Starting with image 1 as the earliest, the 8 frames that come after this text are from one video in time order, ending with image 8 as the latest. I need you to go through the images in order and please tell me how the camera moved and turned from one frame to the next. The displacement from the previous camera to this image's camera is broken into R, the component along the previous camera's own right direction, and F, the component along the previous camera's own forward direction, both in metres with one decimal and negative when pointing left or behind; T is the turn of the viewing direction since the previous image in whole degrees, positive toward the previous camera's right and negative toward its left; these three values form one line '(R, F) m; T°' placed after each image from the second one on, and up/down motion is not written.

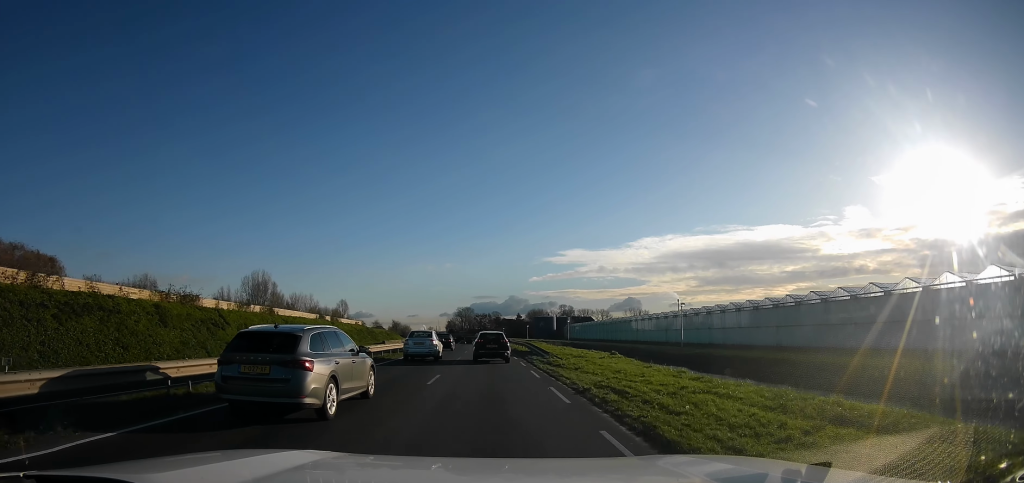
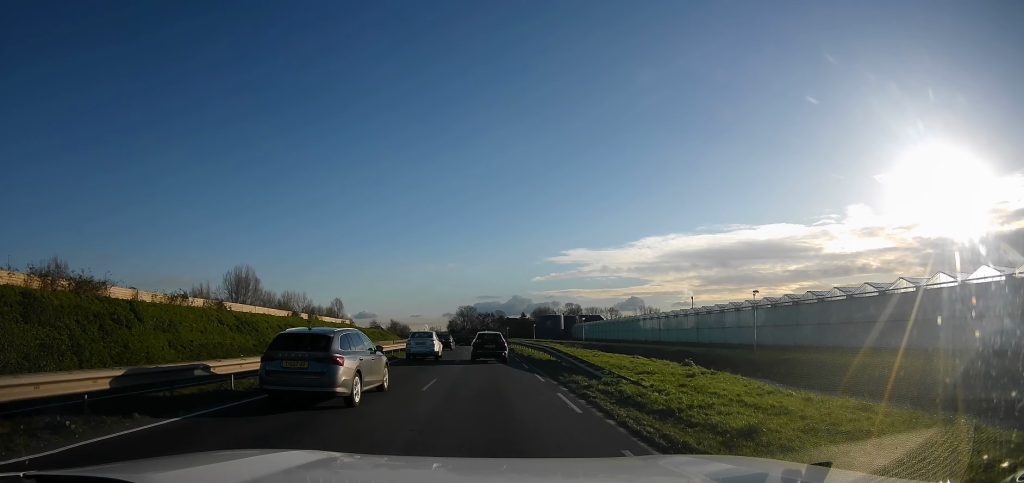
(0.0, +13.2) m; -1°
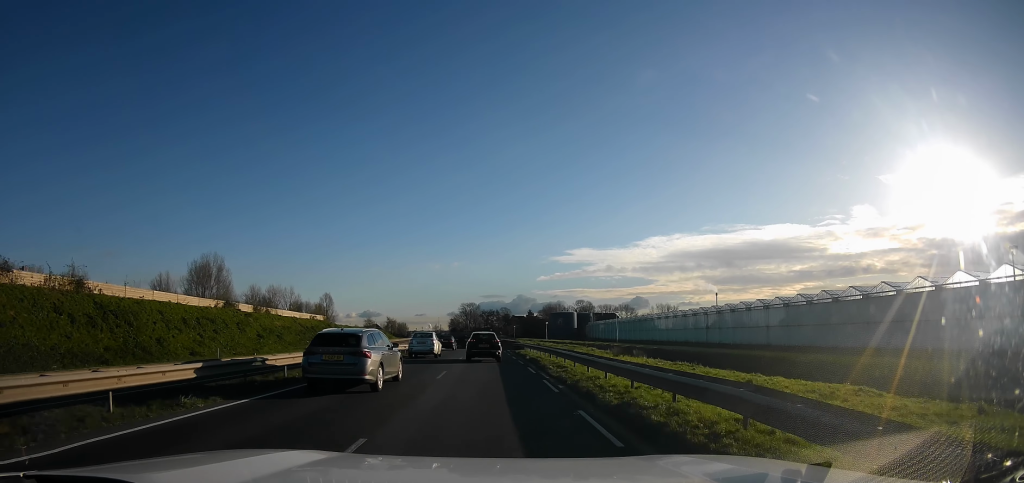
(-0.4, +20.9) m; -2°
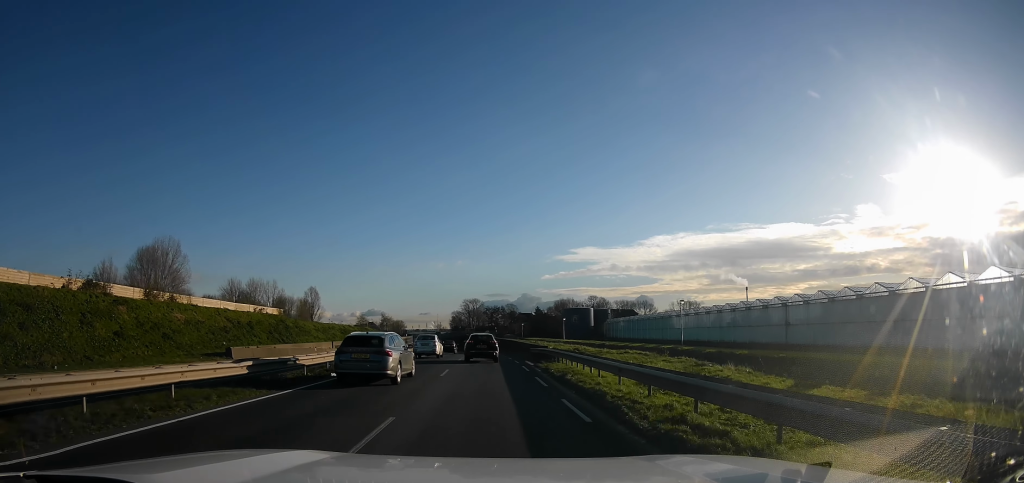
(0.0, +22.3) m; +1°
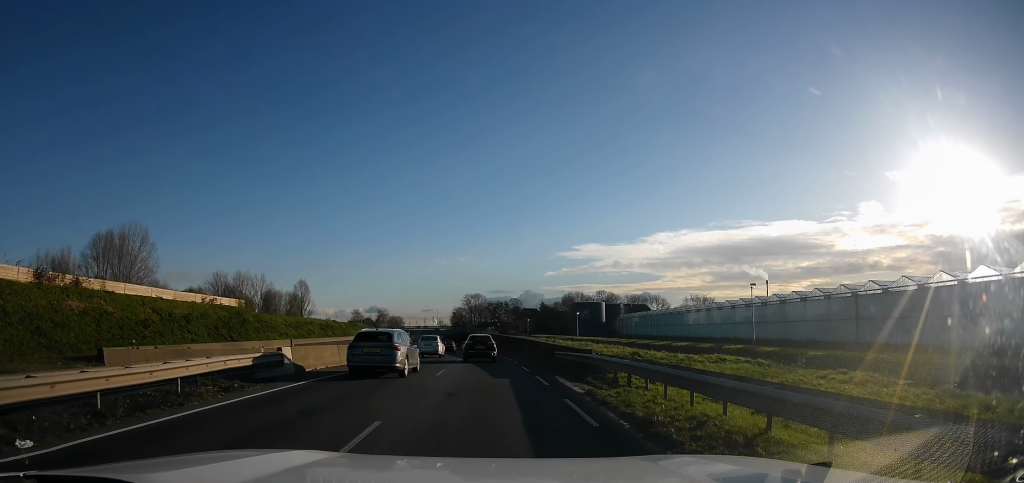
(+0.3, +13.0) m; -1°
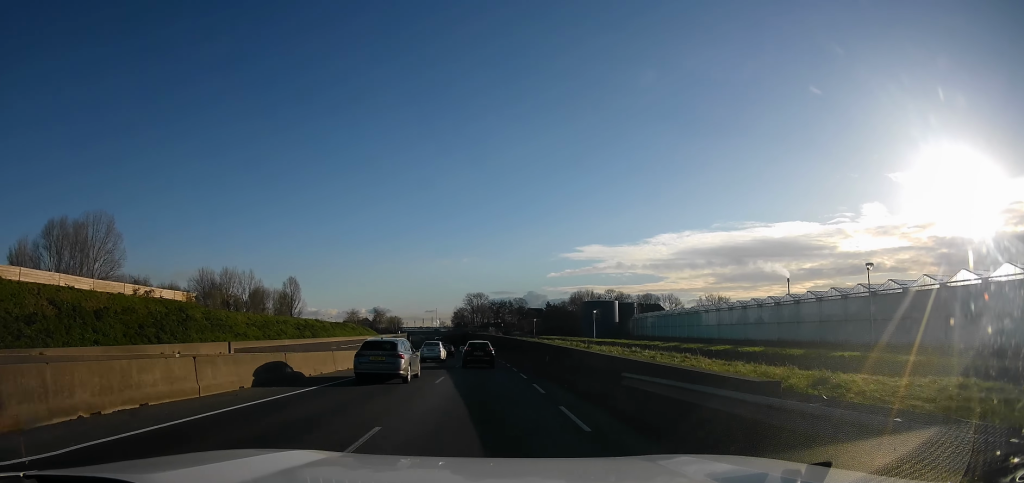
(-0.3, +12.0) m; -2°
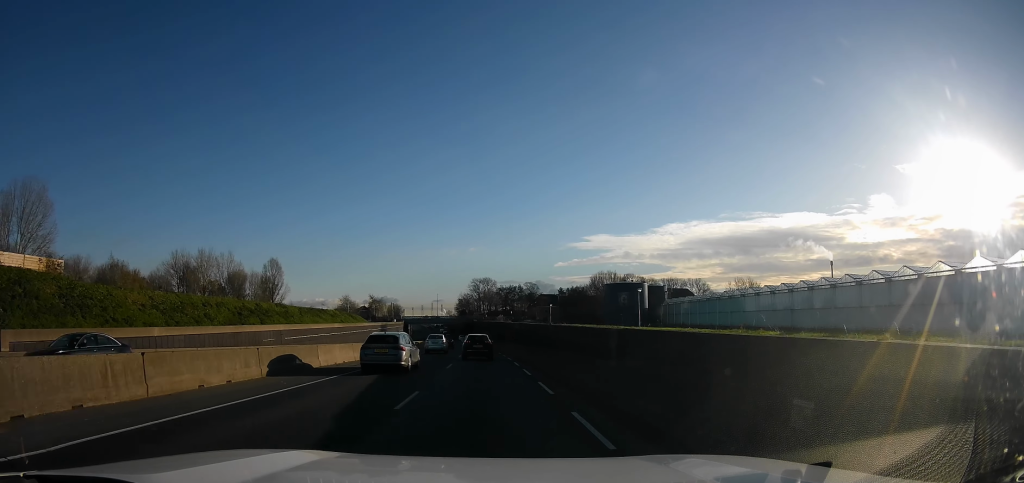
(-0.4, +20.0) m; -1°
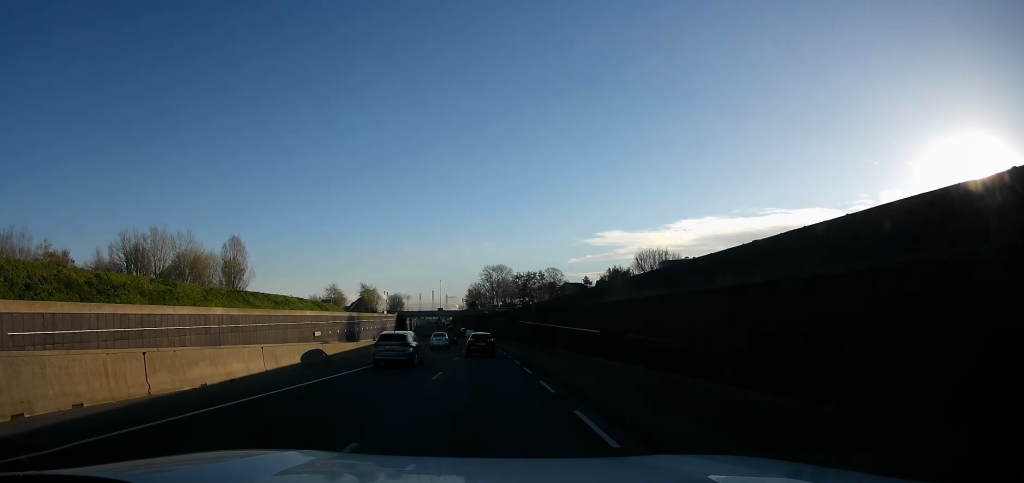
(0.0, +29.9) m; +1°
